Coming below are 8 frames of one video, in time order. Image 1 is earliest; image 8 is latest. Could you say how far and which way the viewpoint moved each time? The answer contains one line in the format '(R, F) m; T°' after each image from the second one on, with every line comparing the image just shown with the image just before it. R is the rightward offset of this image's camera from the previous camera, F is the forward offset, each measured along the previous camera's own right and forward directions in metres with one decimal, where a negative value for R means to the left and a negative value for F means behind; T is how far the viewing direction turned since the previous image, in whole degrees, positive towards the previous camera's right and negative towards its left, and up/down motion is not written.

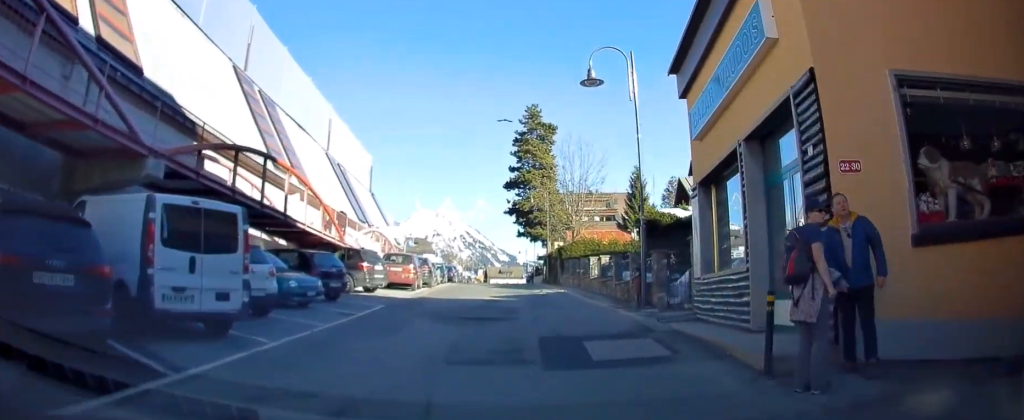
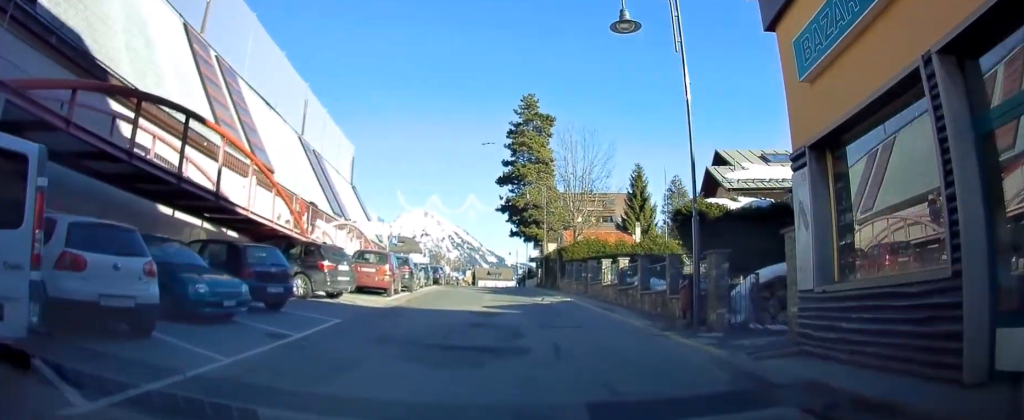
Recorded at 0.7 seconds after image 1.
(0.0, +4.6) m; +1°
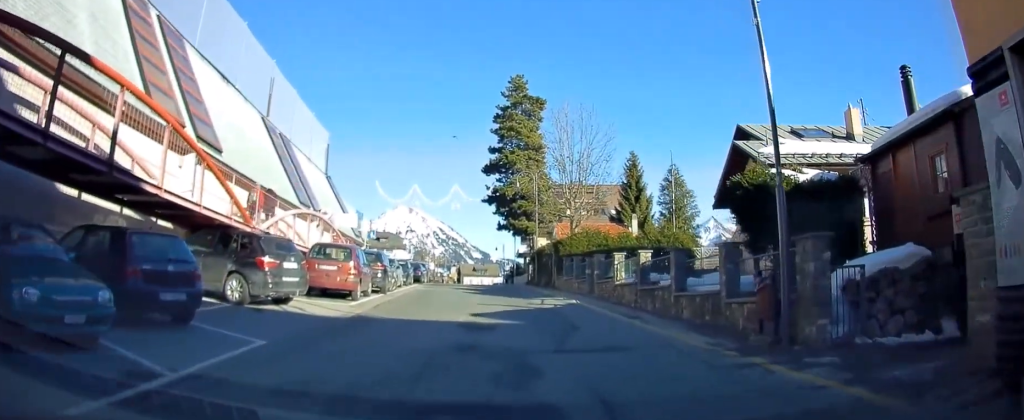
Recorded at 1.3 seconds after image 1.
(-0.1, +3.9) m; +2°
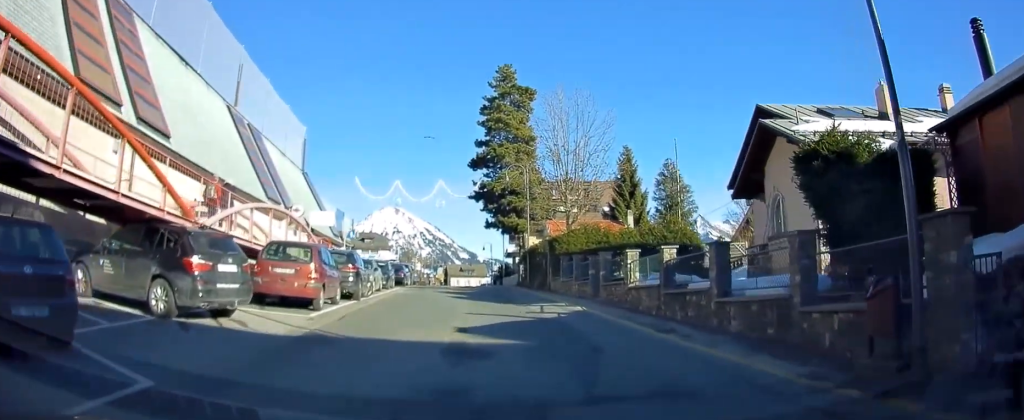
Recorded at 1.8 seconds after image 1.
(+0.1, +3.1) m; +1°
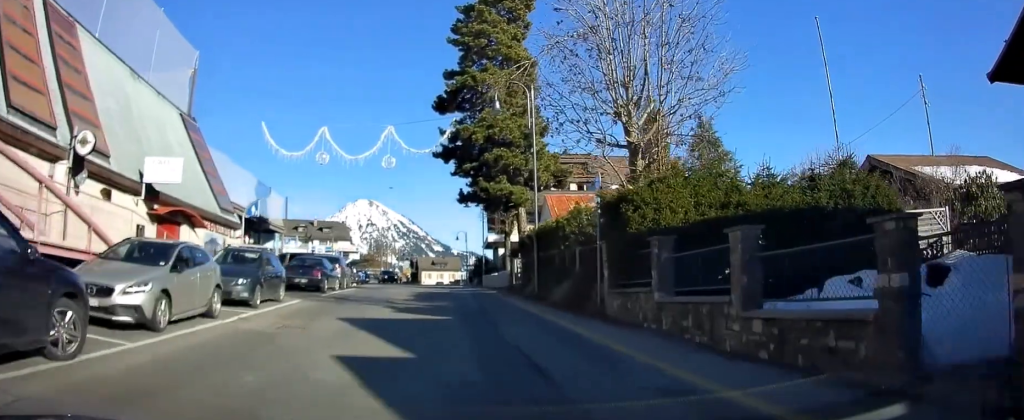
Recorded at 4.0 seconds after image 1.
(+0.3, +16.1) m; +1°
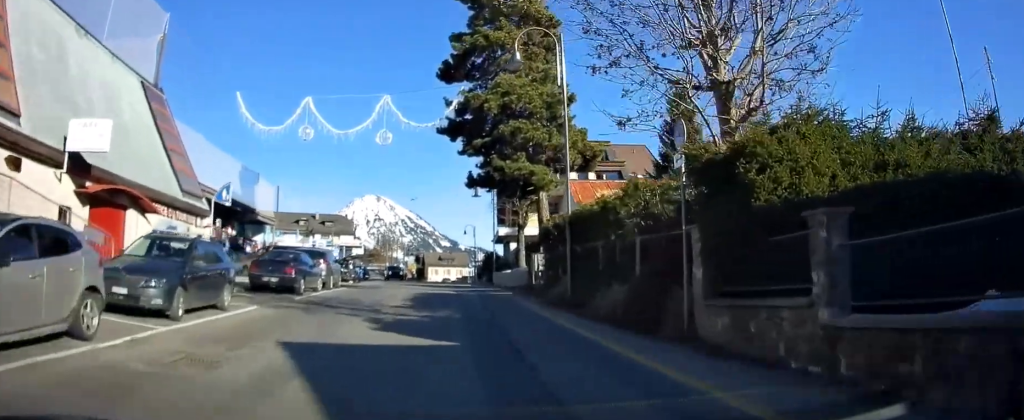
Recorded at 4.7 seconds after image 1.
(0.0, +4.7) m; +1°
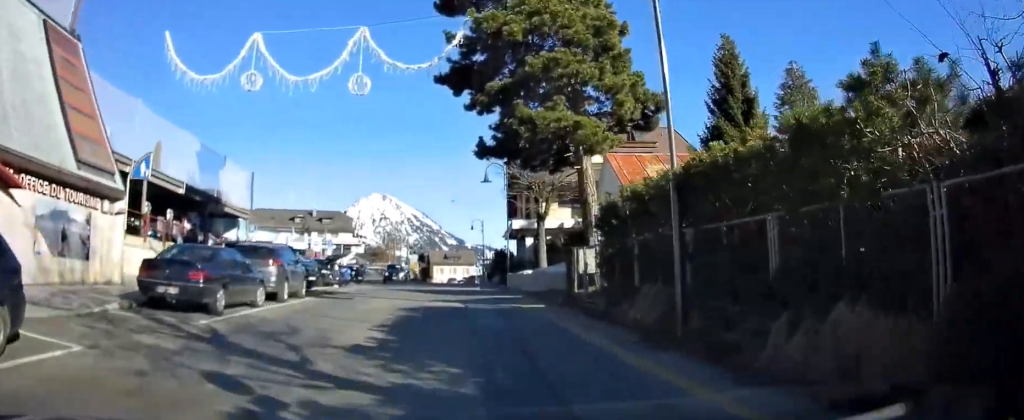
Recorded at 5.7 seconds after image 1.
(+0.1, +7.6) m; +1°
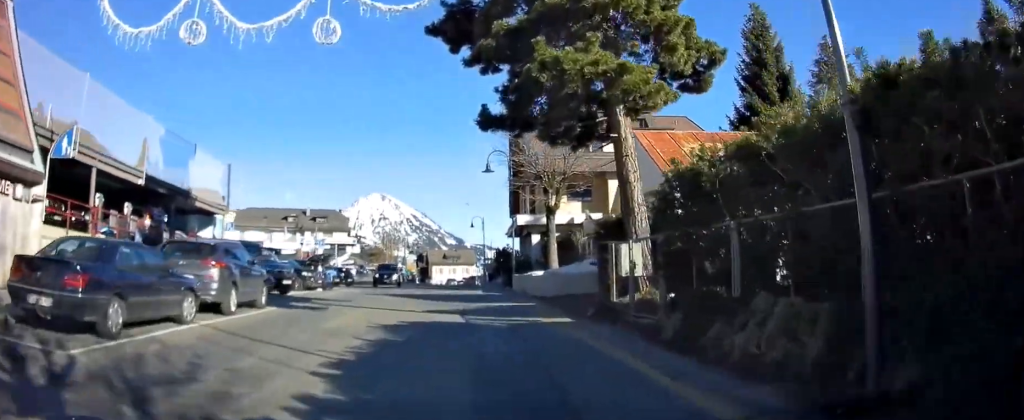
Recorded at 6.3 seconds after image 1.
(+0.2, +4.3) m; -1°
